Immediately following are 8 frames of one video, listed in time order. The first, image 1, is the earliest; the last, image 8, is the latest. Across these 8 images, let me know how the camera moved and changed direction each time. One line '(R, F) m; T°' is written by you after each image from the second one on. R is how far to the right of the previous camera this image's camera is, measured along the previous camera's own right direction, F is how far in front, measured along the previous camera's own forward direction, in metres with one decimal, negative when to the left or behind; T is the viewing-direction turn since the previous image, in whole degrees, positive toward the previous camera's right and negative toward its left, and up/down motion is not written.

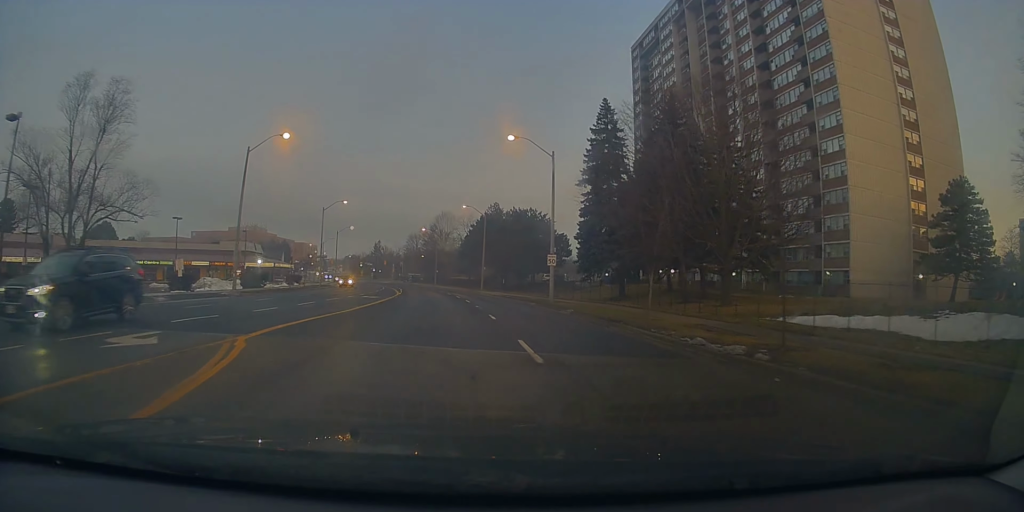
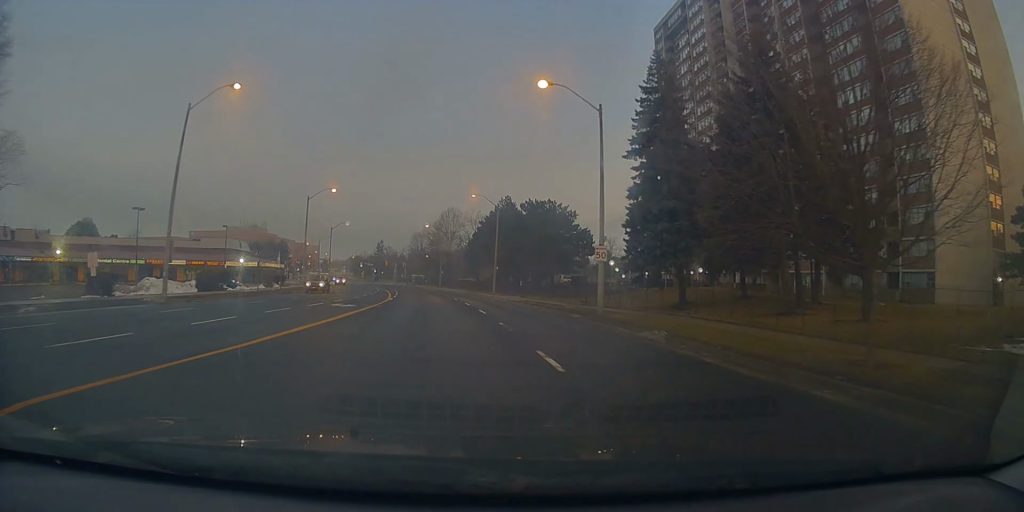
(-0.1, +10.6) m; 0°
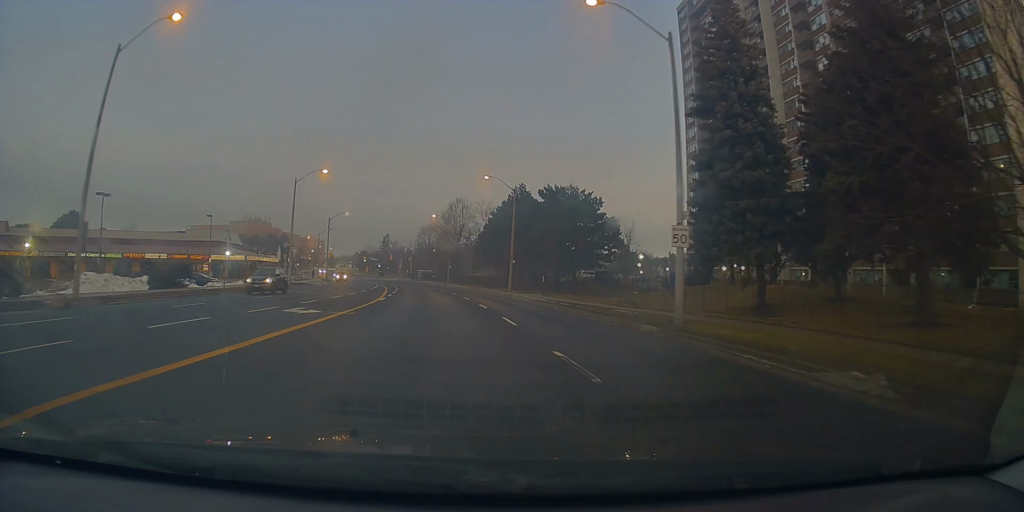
(0.0, +8.8) m; -1°
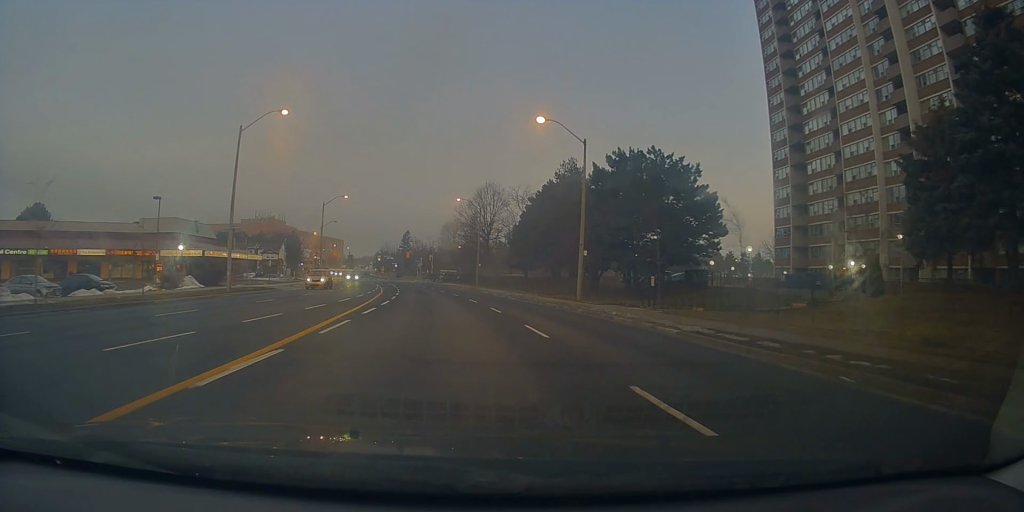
(-0.4, +21.1) m; -3°
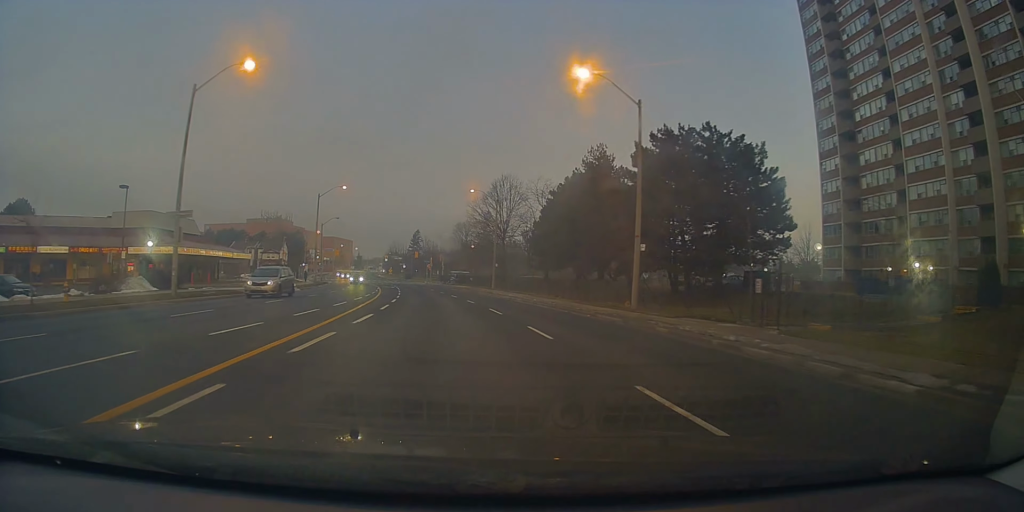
(-0.2, +9.2) m; -2°
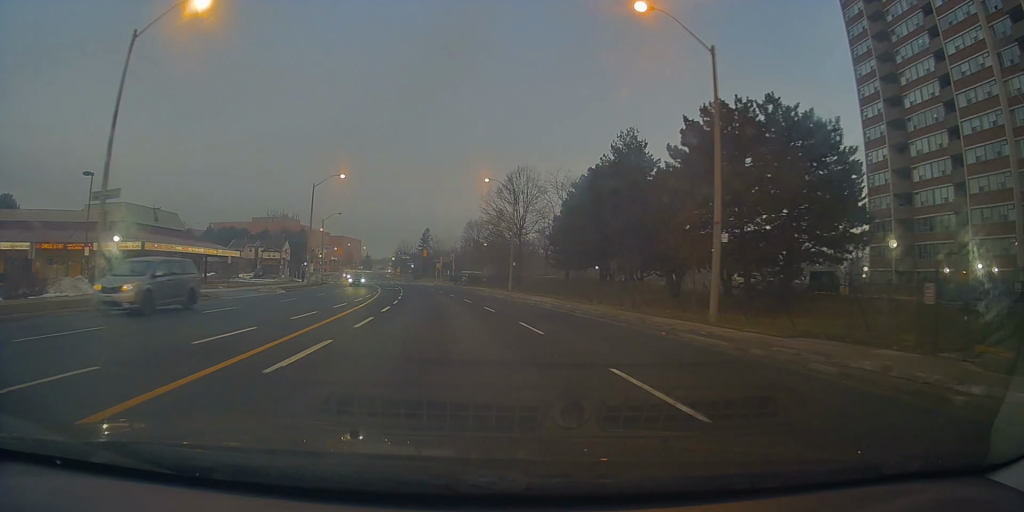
(-0.1, +7.7) m; 0°
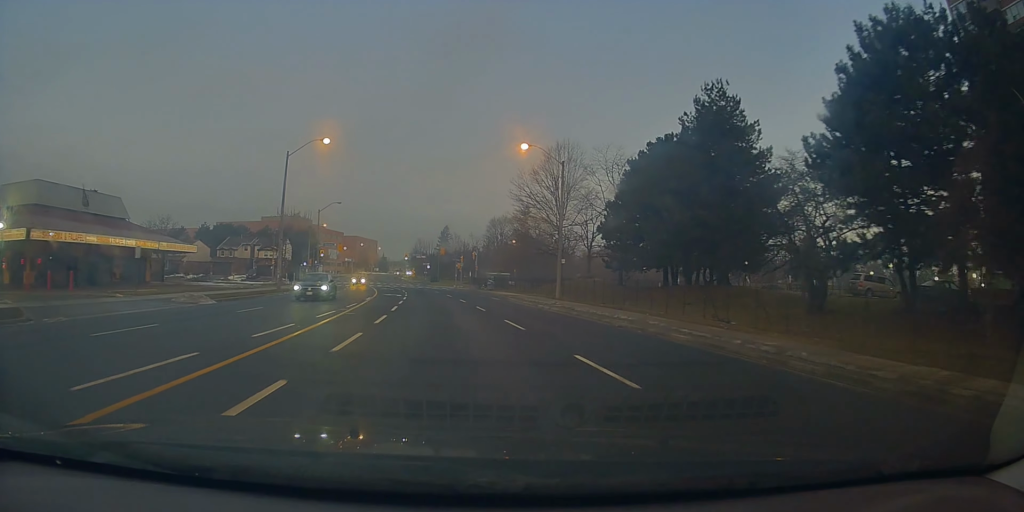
(+0.2, +16.6) m; -1°
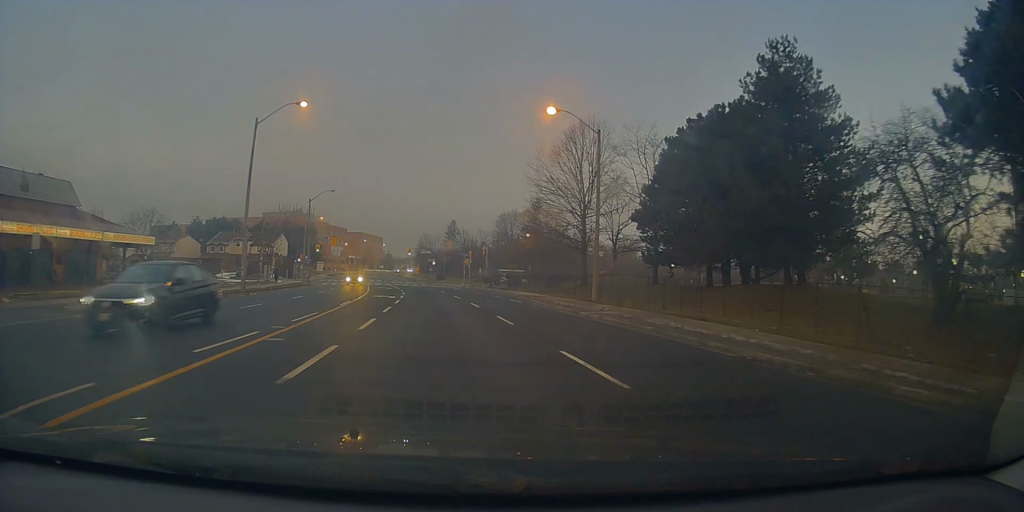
(-0.1, +8.9) m; -2°
